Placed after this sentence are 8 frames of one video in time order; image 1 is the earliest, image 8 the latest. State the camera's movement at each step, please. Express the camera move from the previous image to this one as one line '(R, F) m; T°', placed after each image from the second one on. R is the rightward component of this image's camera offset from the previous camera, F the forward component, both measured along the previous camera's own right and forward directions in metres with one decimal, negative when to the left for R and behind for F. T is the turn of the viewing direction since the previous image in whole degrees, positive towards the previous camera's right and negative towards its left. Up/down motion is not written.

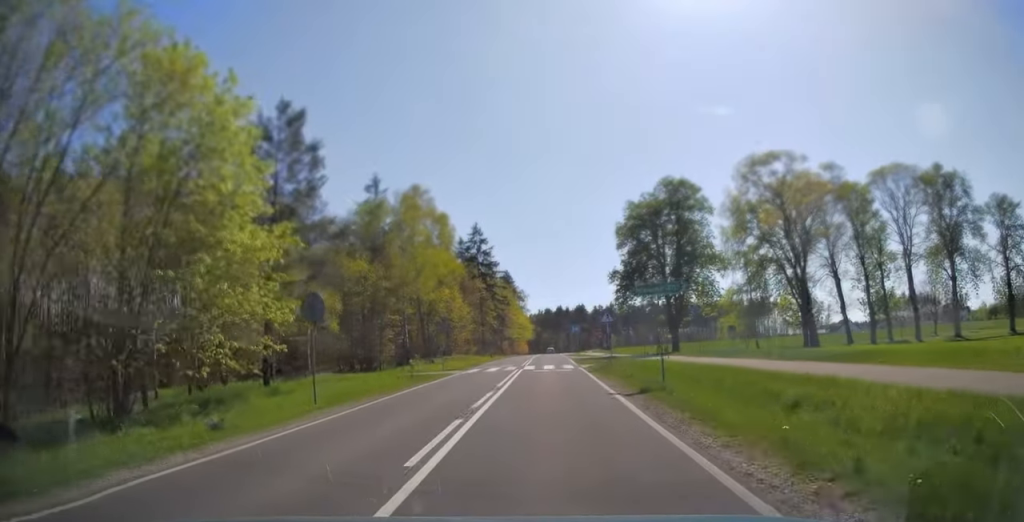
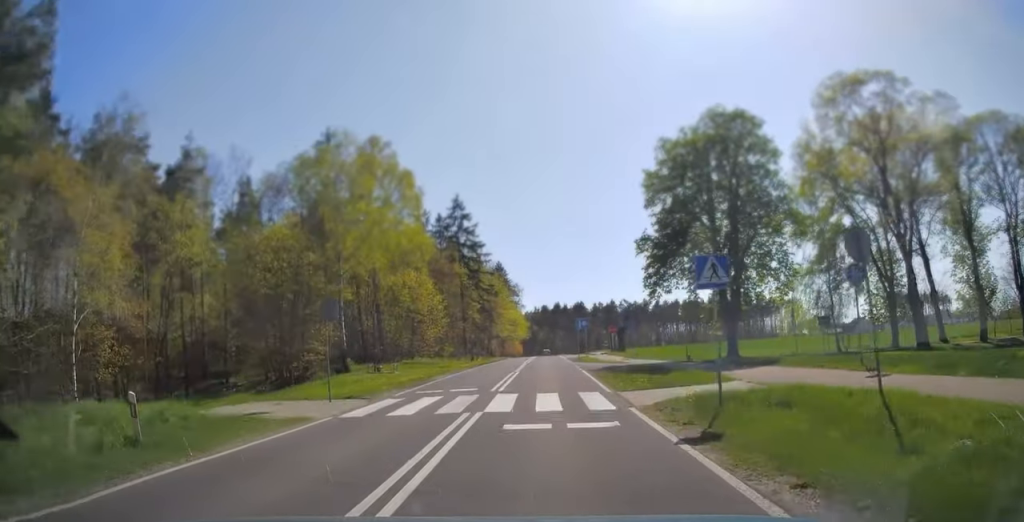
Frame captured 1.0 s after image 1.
(+0.2, +18.7) m; +1°
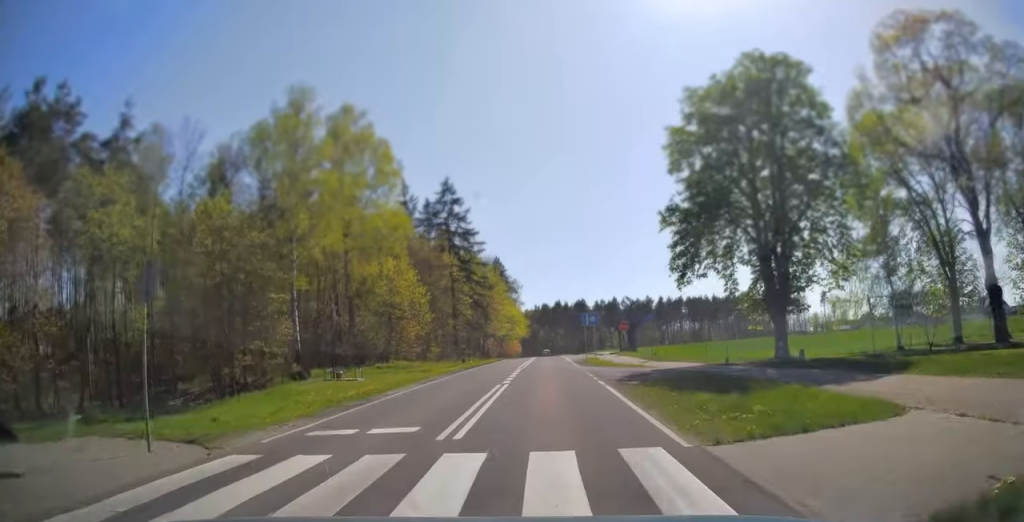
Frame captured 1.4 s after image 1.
(0.0, +8.4) m; 0°
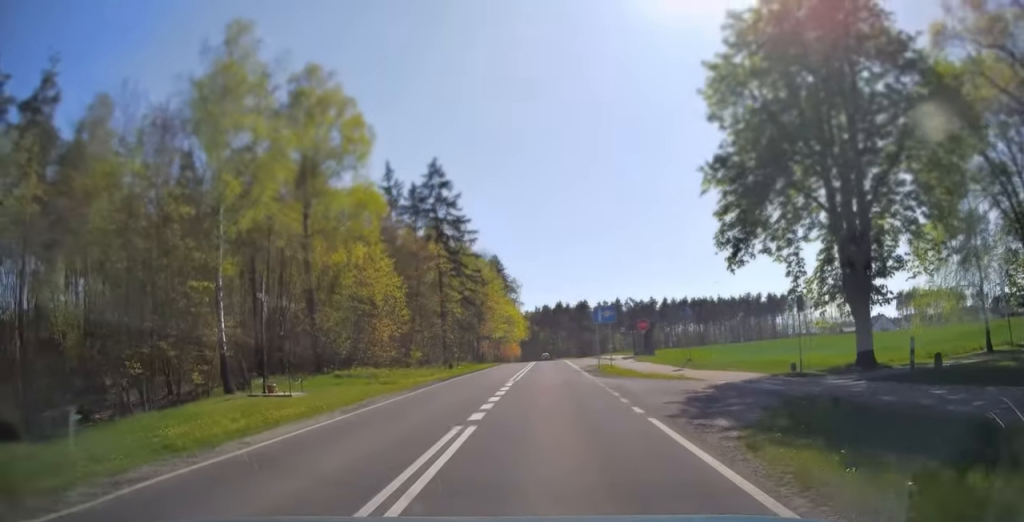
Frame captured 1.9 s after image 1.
(0.0, +8.7) m; 0°
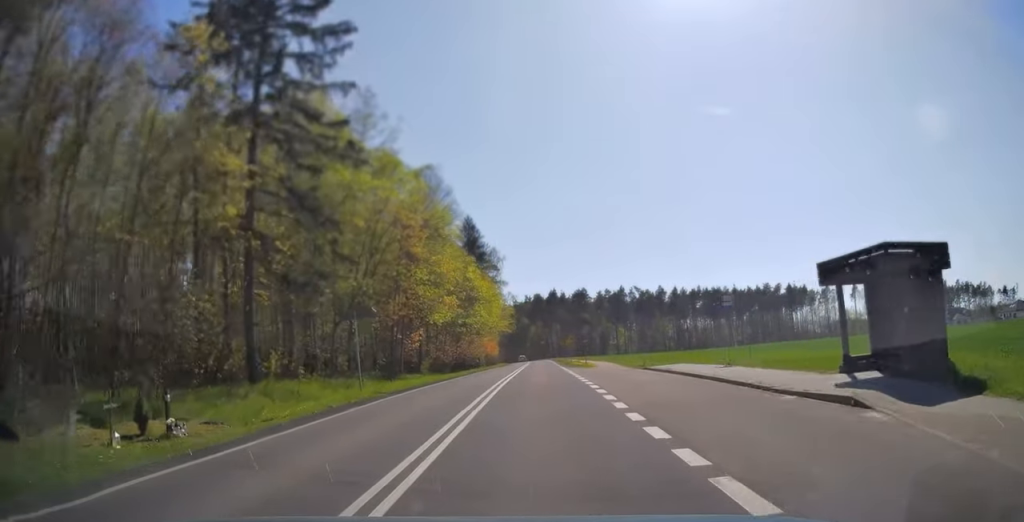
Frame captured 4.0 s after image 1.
(0.0, +40.5) m; 0°
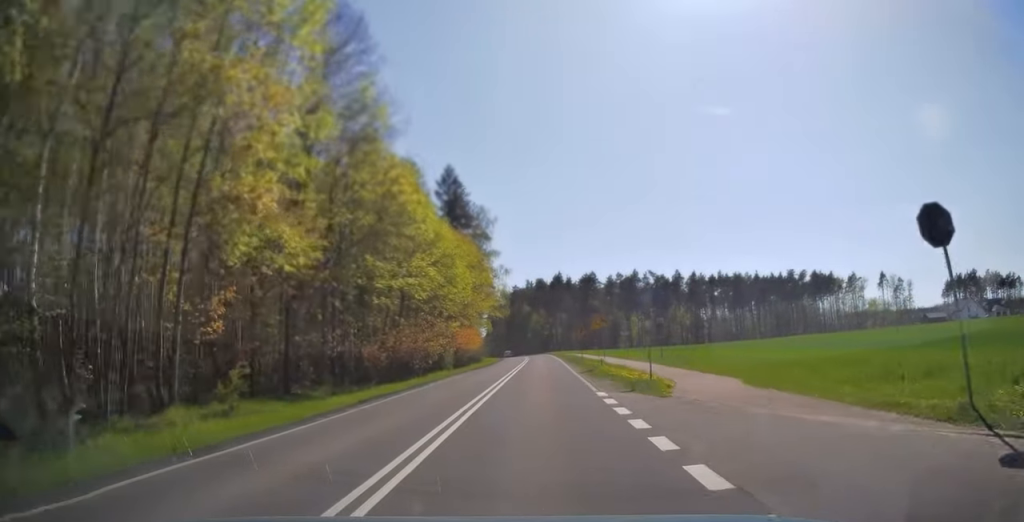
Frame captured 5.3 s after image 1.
(-0.2, +27.3) m; 0°
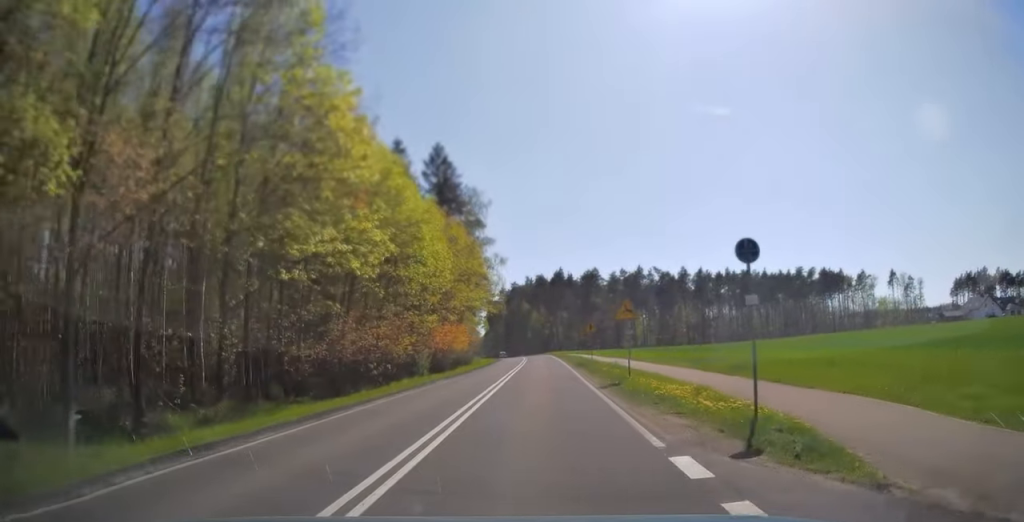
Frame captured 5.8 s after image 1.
(0.0, +9.7) m; 0°
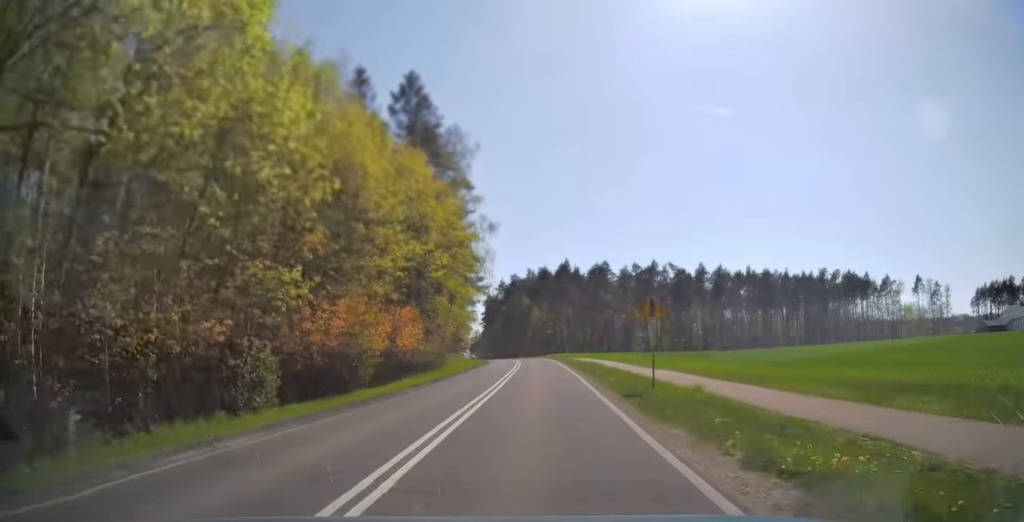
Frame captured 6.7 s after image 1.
(+0.1, +20.7) m; 0°
